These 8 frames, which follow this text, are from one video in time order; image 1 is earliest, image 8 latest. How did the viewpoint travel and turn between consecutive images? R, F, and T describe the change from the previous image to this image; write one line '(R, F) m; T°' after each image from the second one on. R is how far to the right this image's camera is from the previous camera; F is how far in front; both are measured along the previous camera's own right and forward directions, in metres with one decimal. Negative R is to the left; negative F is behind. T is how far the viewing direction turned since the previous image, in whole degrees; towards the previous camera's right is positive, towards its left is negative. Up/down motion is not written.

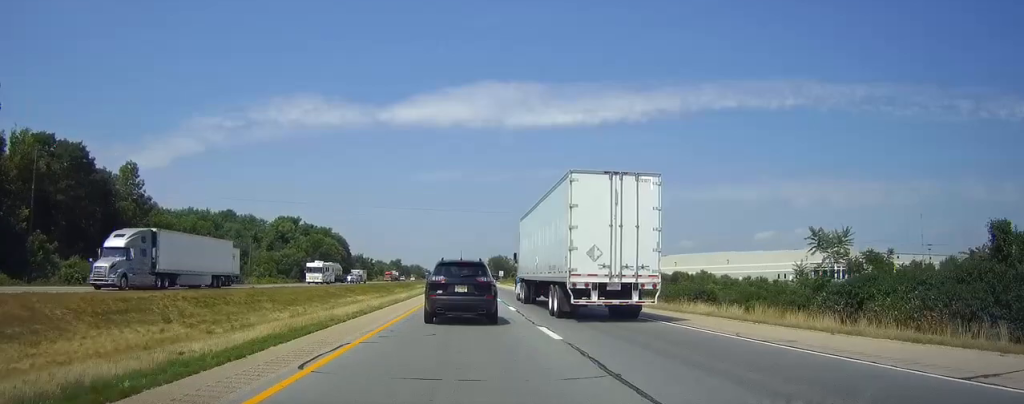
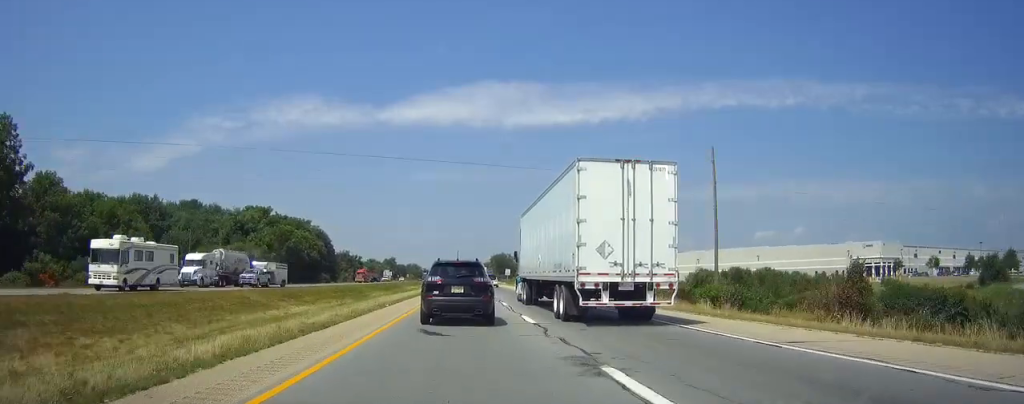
(0.0, +31.8) m; 0°
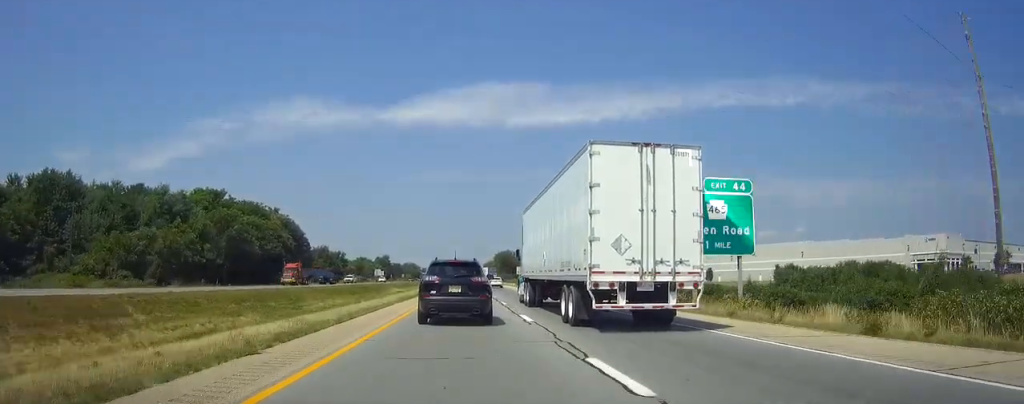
(0.0, +36.4) m; 0°
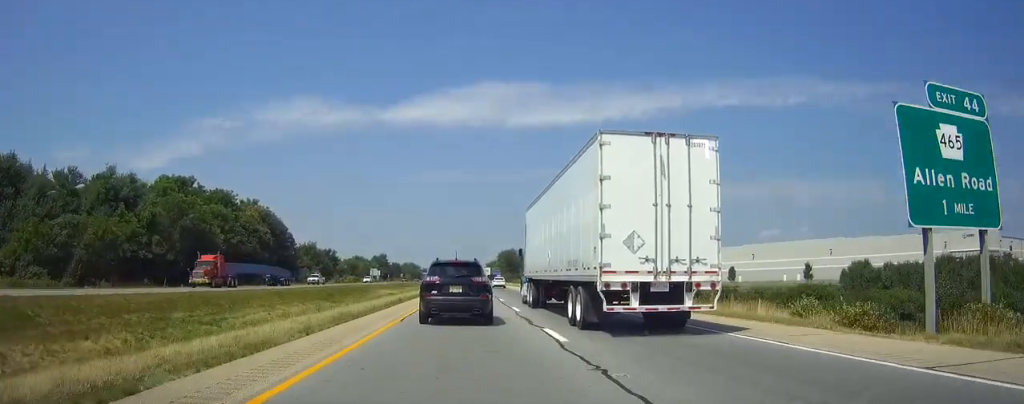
(0.0, +18.6) m; 0°
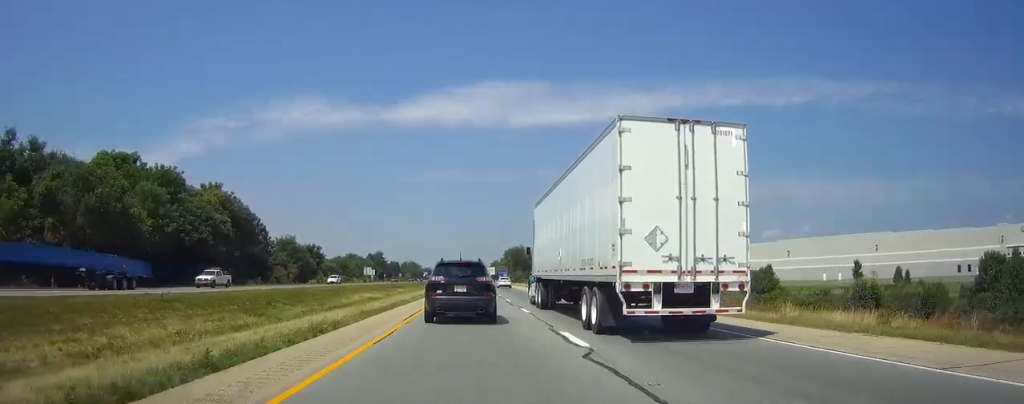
(0.0, +25.3) m; 0°
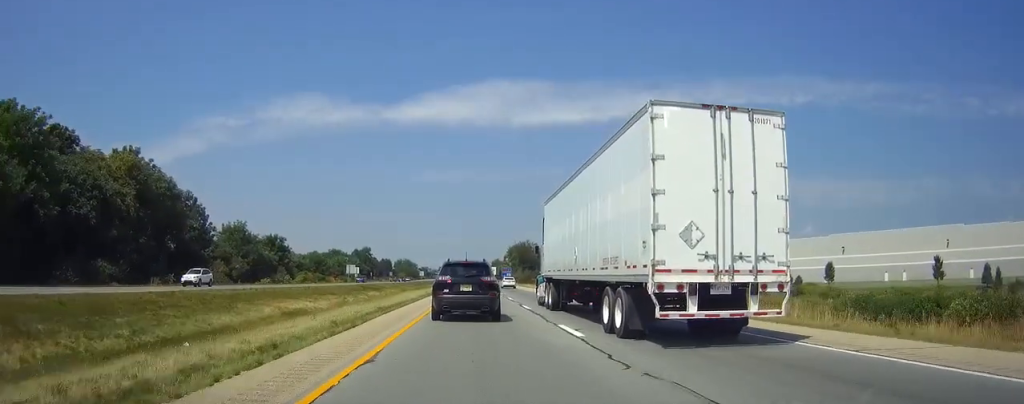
(-0.1, +34.8) m; 0°
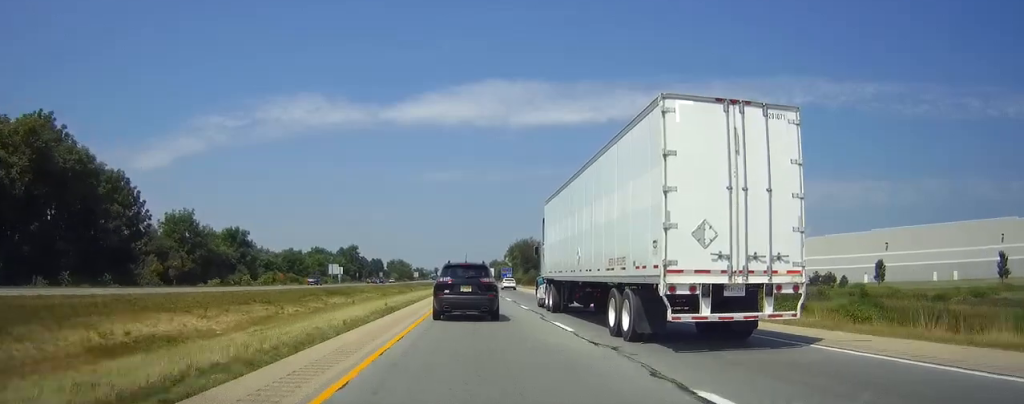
(+0.1, +23.1) m; 0°
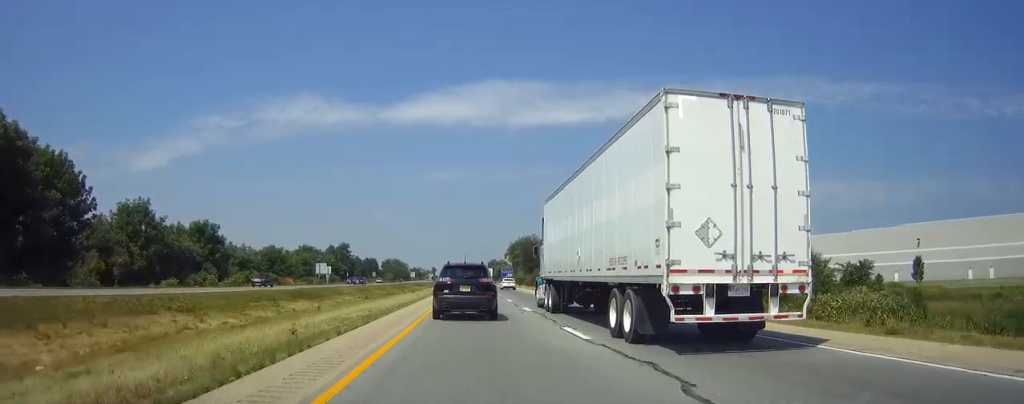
(+0.1, +14.4) m; 0°
